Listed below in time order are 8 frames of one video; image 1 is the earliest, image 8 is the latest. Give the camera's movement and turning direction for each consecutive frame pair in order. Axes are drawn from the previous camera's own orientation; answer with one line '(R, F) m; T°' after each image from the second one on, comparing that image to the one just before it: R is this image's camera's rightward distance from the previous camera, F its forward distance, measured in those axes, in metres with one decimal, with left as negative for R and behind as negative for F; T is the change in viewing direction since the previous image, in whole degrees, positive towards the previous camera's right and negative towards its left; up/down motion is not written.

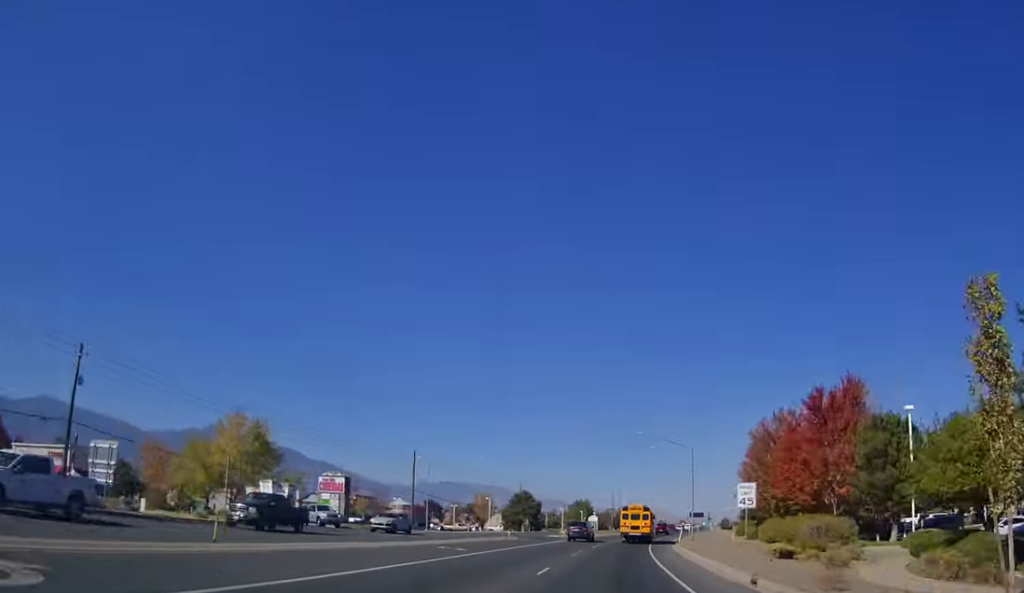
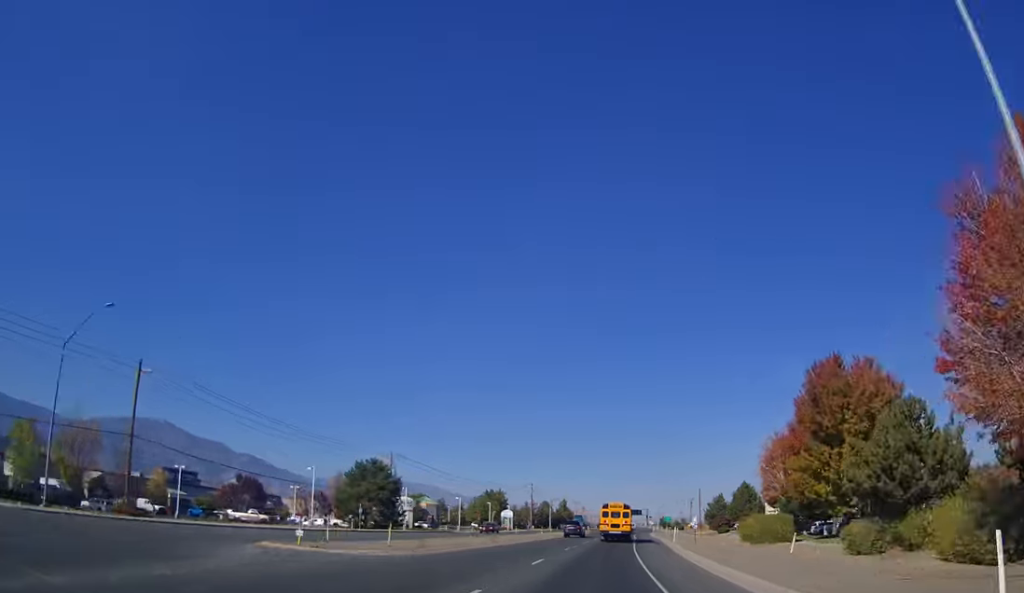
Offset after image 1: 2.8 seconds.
(+3.9, +56.3) m; +8°
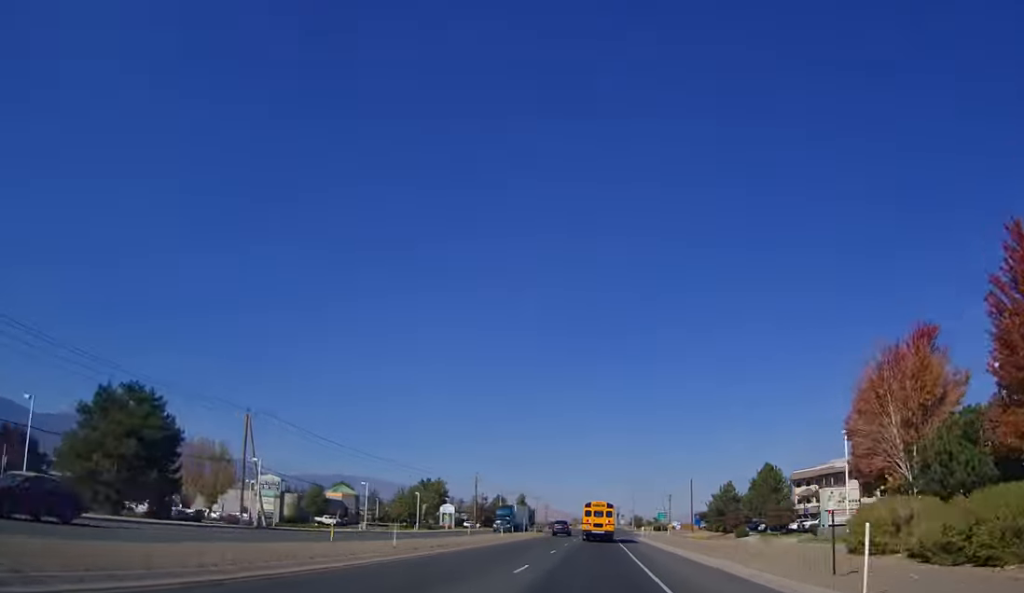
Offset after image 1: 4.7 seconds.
(+2.0, +40.1) m; +4°
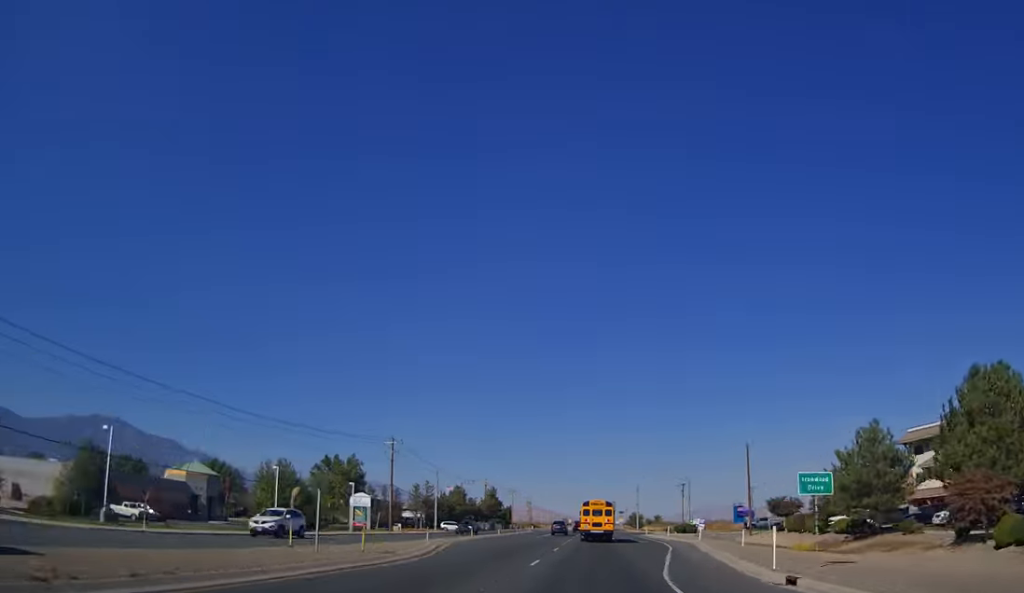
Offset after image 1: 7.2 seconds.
(+1.2, +57.4) m; +2°
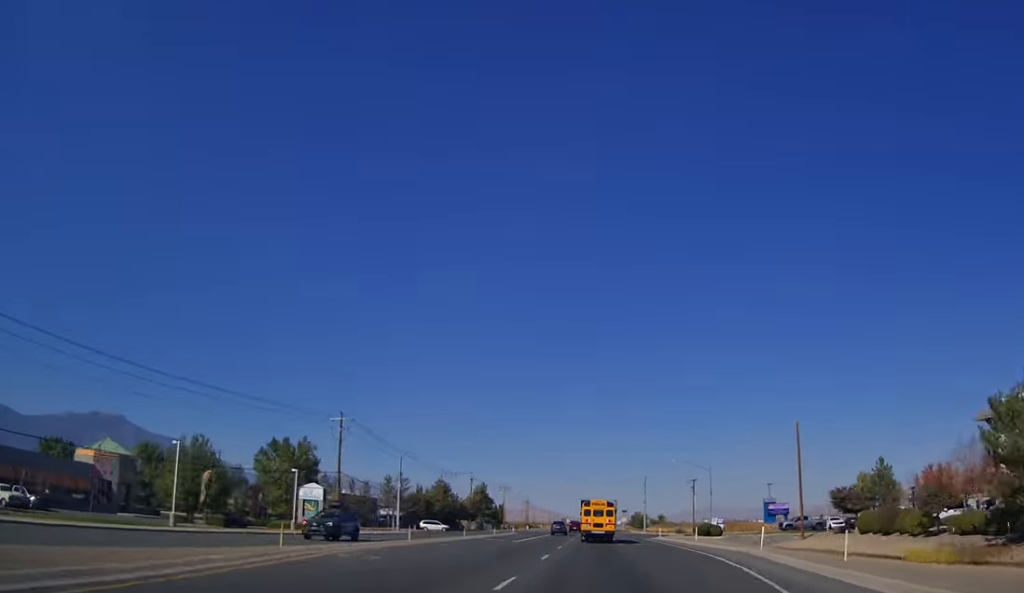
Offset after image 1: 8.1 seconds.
(0.0, +20.1) m; 0°
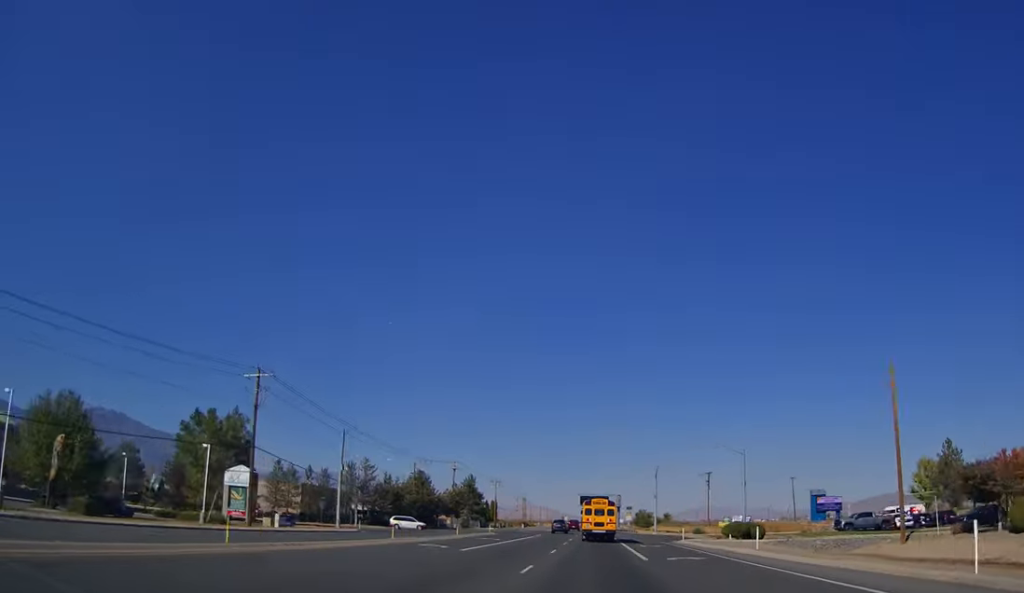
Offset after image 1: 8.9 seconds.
(+0.2, +20.5) m; 0°
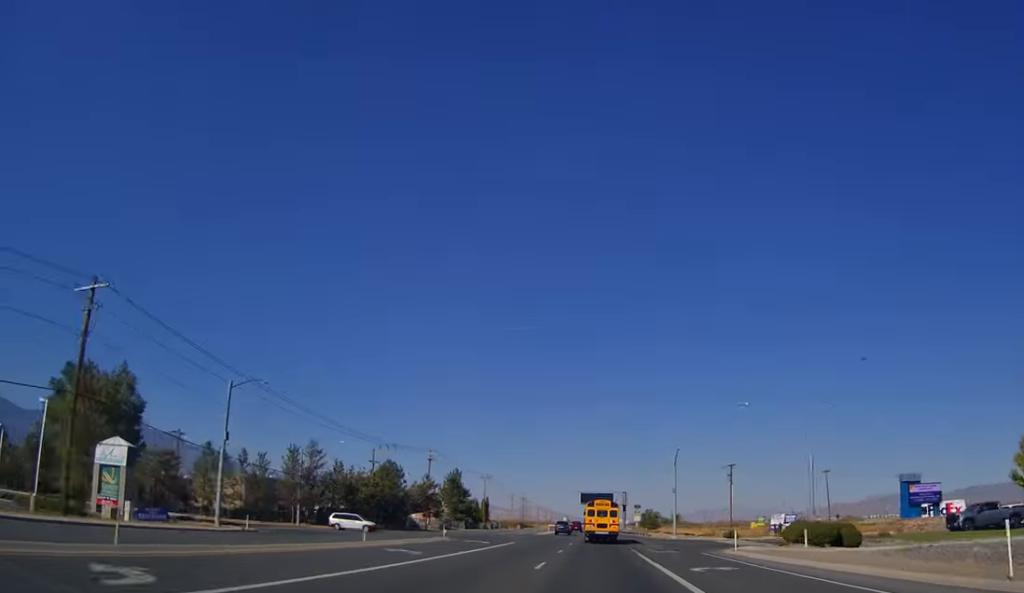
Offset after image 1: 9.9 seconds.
(+0.2, +22.1) m; 0°
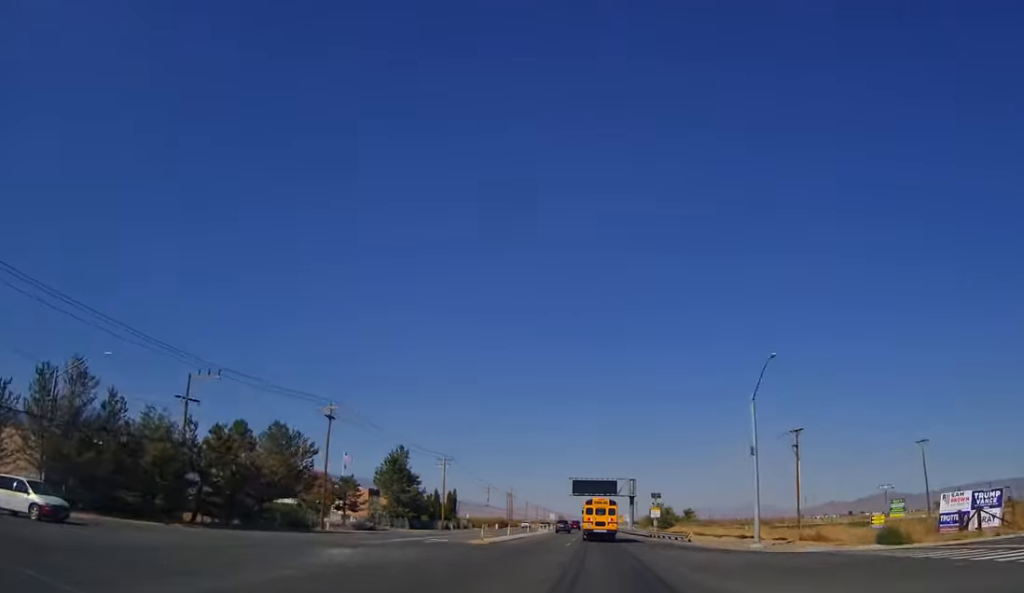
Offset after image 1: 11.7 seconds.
(-0.3, +43.1) m; 0°
